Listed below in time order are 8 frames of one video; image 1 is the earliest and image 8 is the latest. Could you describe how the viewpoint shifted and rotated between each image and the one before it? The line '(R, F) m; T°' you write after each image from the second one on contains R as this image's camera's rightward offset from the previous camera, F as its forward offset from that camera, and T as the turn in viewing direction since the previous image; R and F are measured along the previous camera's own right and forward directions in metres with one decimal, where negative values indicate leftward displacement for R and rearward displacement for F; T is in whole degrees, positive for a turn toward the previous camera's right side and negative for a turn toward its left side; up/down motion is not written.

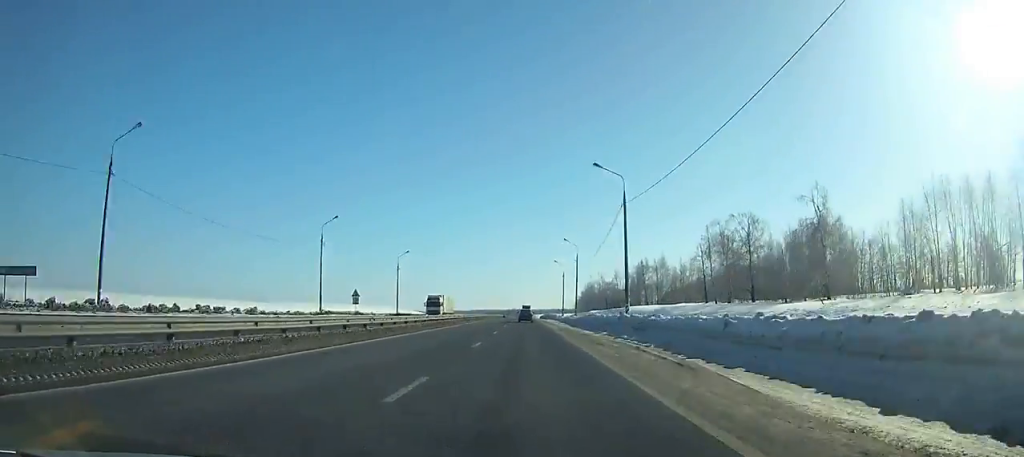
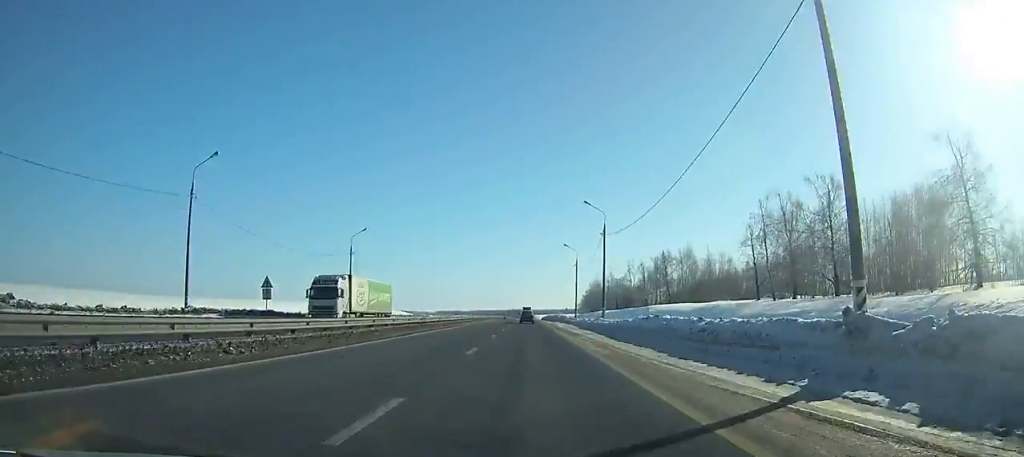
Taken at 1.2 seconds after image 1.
(-0.1, +26.5) m; 0°
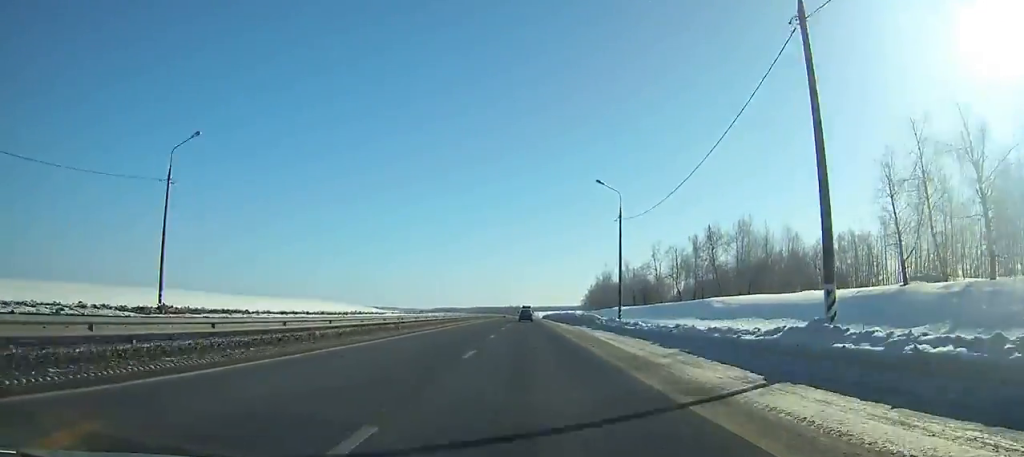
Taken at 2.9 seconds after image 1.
(0.0, +37.9) m; 0°
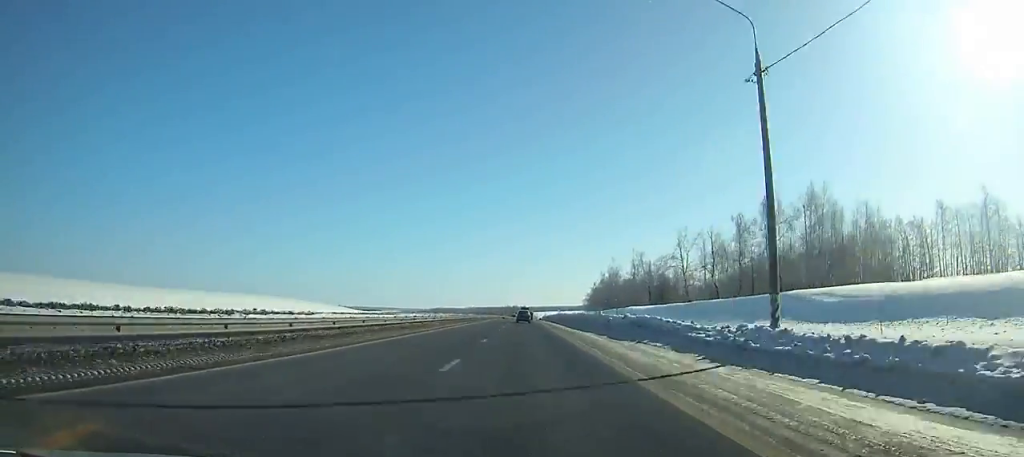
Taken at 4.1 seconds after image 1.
(+0.1, +26.9) m; 0°
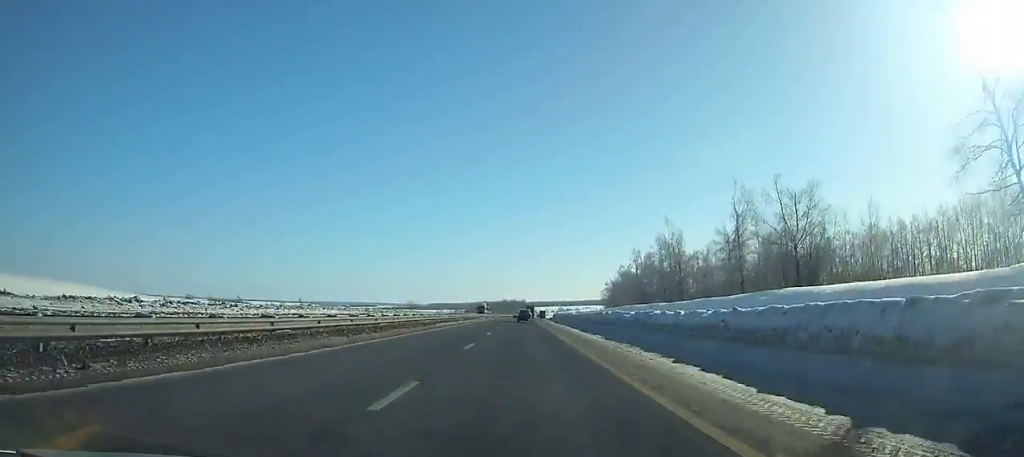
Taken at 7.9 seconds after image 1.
(-0.3, +86.7) m; 0°
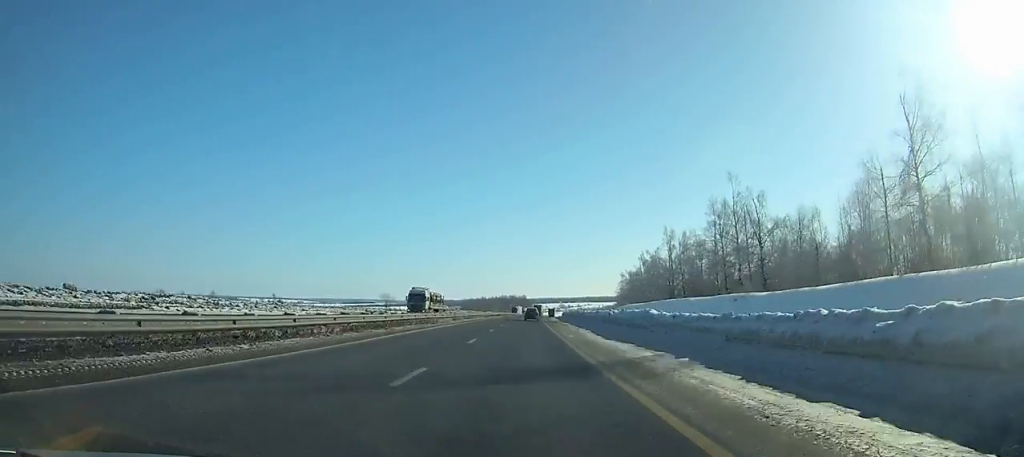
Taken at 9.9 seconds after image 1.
(+0.3, +46.5) m; +1°
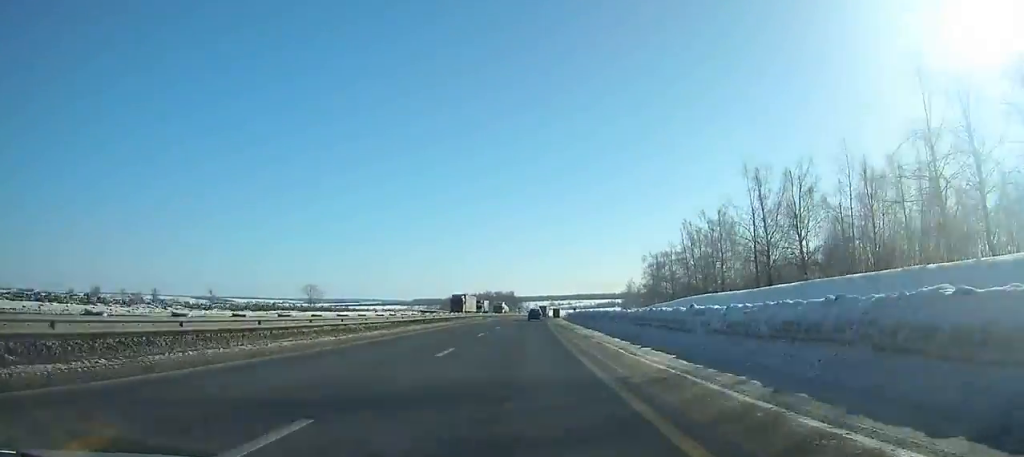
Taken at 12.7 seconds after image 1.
(+0.4, +65.5) m; +1°
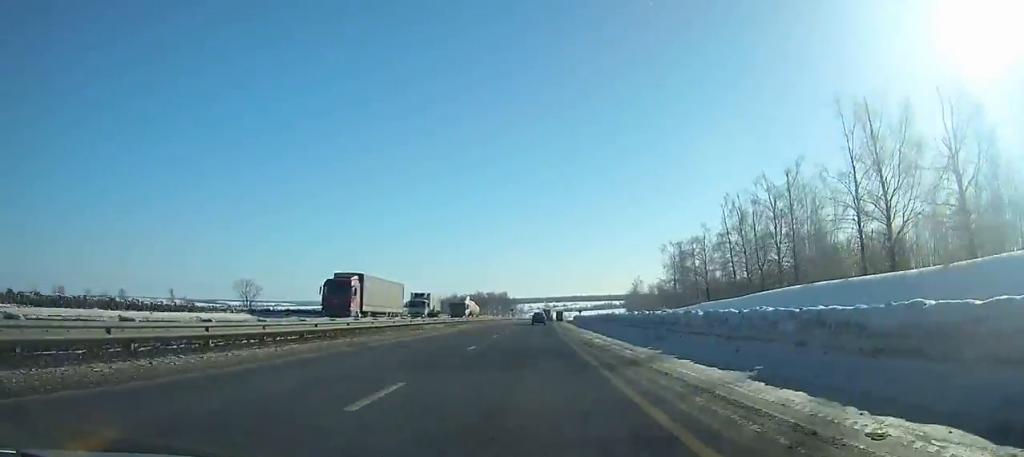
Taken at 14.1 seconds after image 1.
(0.0, +32.9) m; +1°
